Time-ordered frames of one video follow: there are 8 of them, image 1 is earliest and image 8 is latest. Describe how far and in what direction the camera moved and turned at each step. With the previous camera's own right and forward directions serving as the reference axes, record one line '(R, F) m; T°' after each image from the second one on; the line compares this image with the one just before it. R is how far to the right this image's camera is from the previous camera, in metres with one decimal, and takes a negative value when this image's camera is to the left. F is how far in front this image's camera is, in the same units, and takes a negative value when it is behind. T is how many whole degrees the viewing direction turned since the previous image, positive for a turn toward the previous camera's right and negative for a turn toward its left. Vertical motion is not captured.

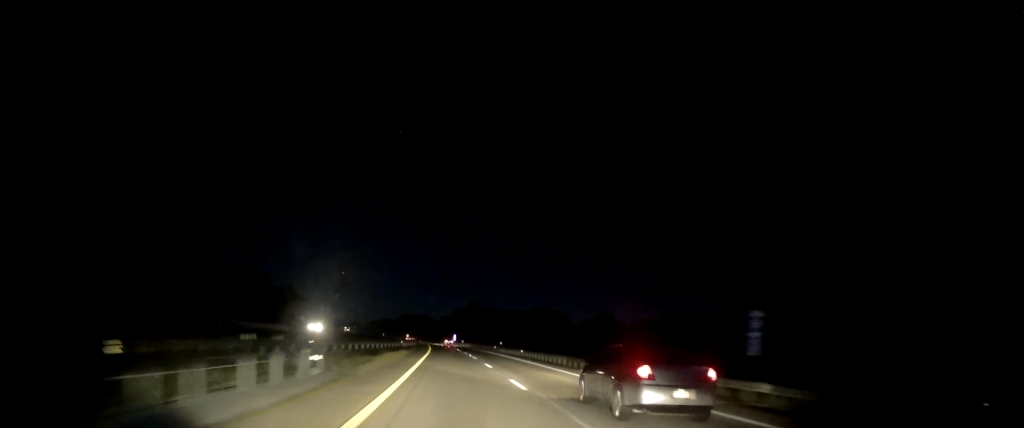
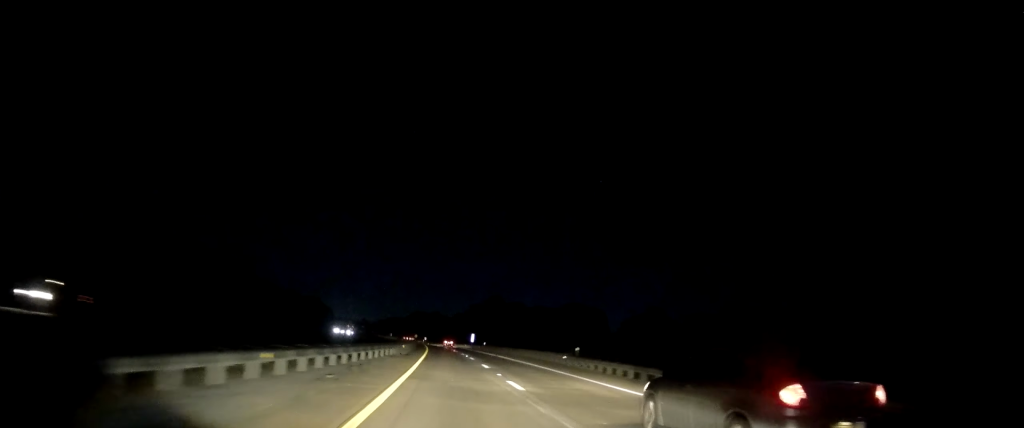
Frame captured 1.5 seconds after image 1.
(-0.7, +48.4) m; -1°
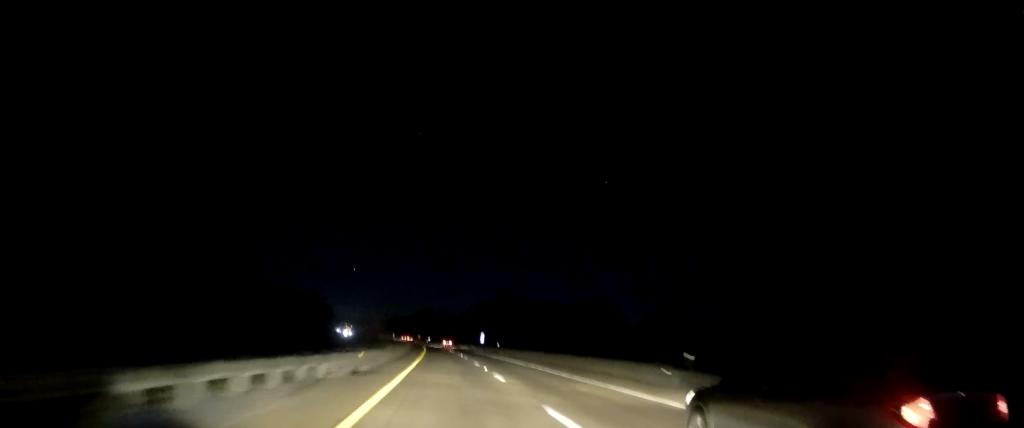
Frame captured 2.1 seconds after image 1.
(0.0, +20.4) m; 0°
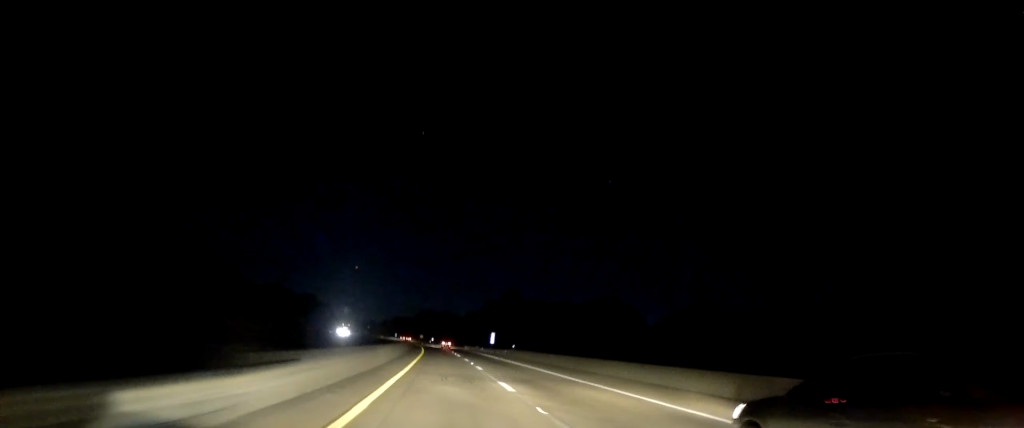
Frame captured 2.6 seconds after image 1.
(0.0, +16.1) m; 0°
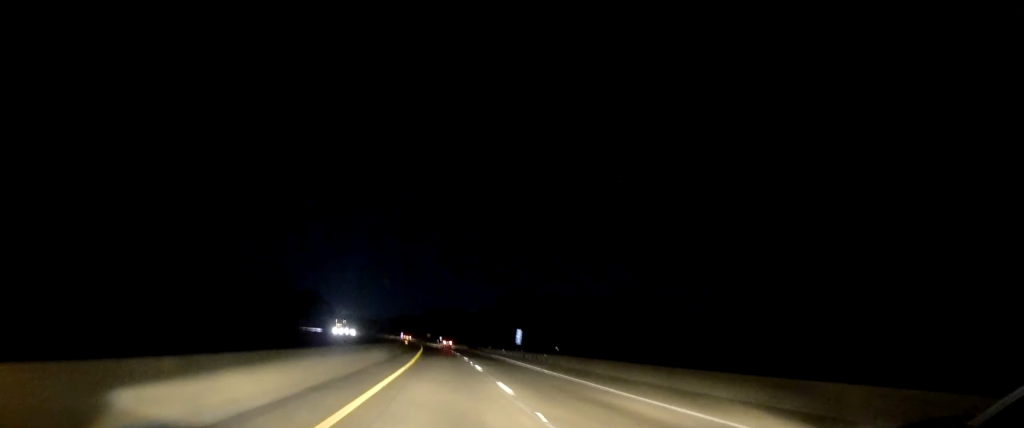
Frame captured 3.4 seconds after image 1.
(-0.2, +24.6) m; -1°
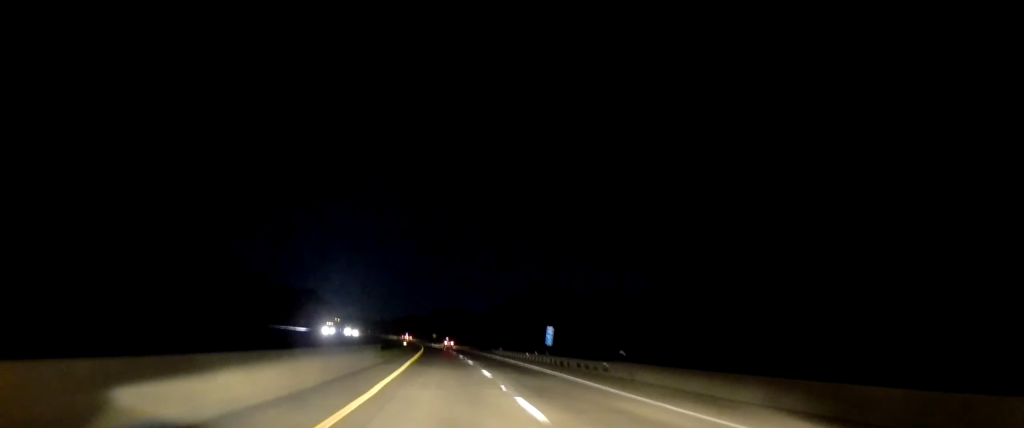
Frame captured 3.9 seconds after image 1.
(0.0, +17.1) m; -1°
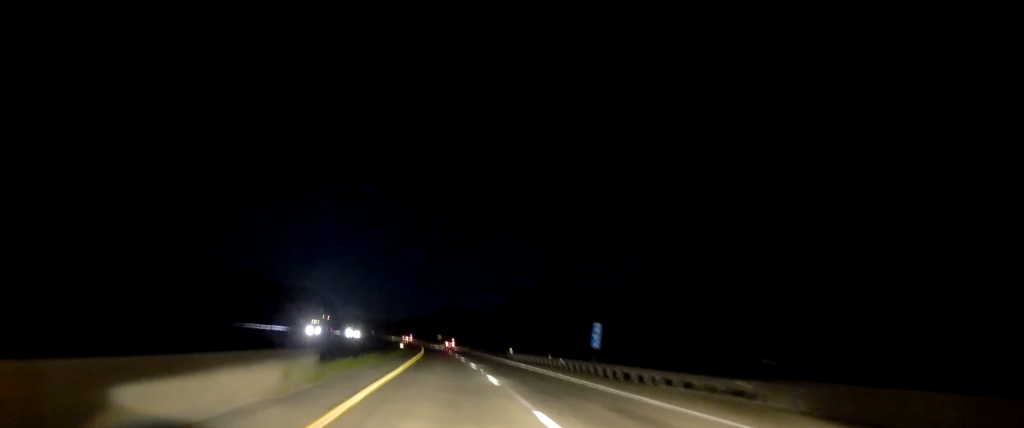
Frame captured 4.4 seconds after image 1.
(-0.4, +15.1) m; -1°
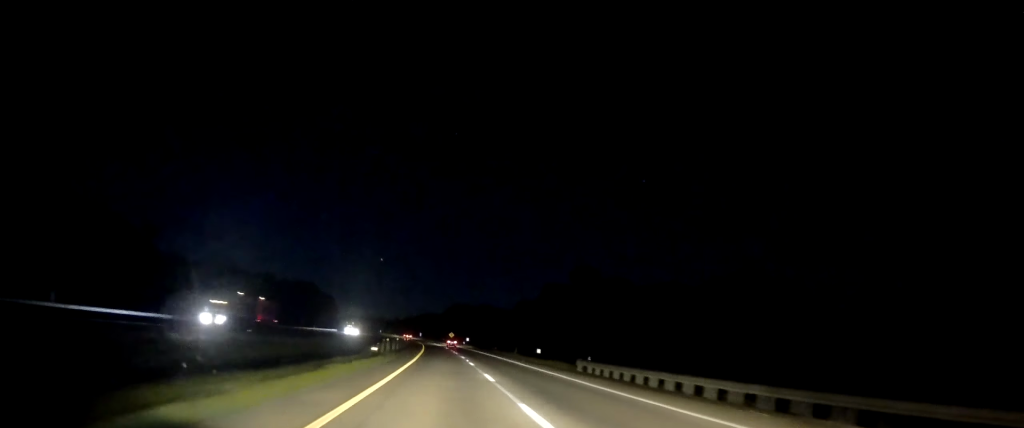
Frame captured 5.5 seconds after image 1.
(-0.3, +34.4) m; 0°
